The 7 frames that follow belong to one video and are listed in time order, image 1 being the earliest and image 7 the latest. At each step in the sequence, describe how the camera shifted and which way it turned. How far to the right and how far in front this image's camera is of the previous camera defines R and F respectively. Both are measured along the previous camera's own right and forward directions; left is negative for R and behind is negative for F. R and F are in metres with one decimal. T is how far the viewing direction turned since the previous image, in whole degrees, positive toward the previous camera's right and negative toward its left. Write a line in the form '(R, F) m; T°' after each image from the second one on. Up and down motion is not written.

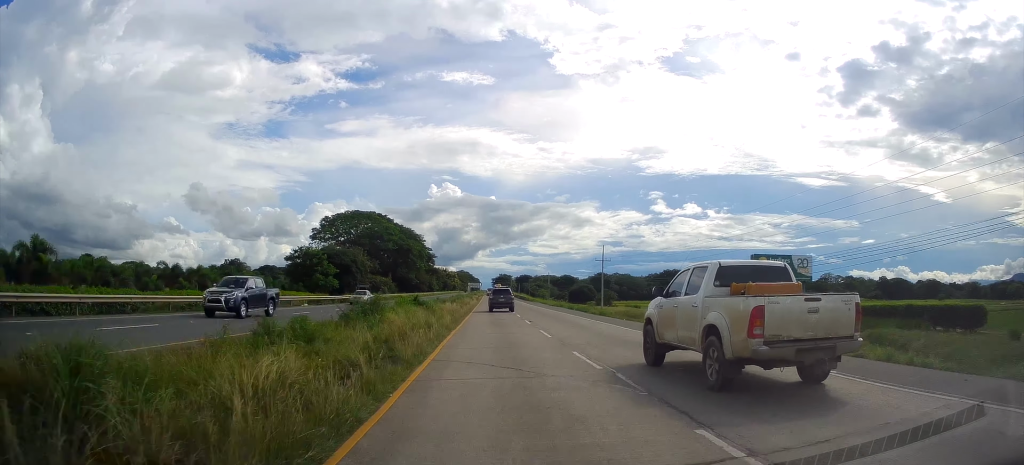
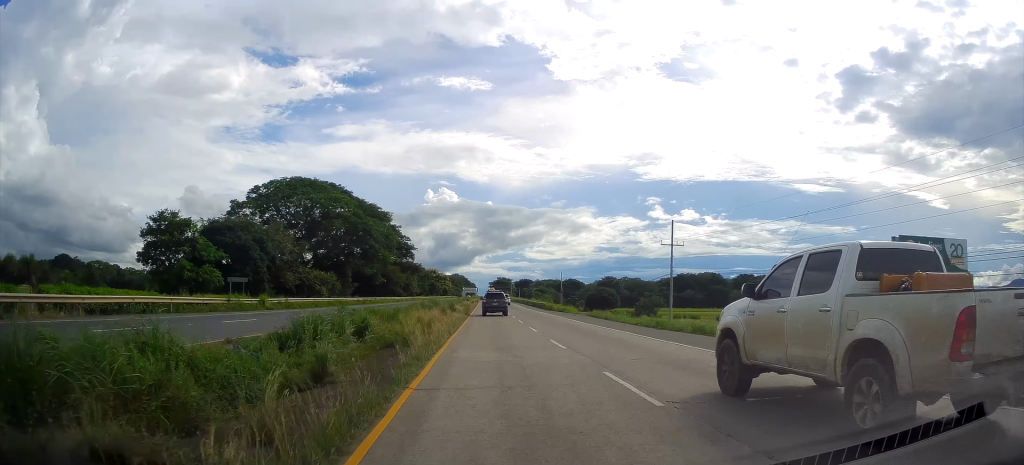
(+0.4, +44.7) m; +1°
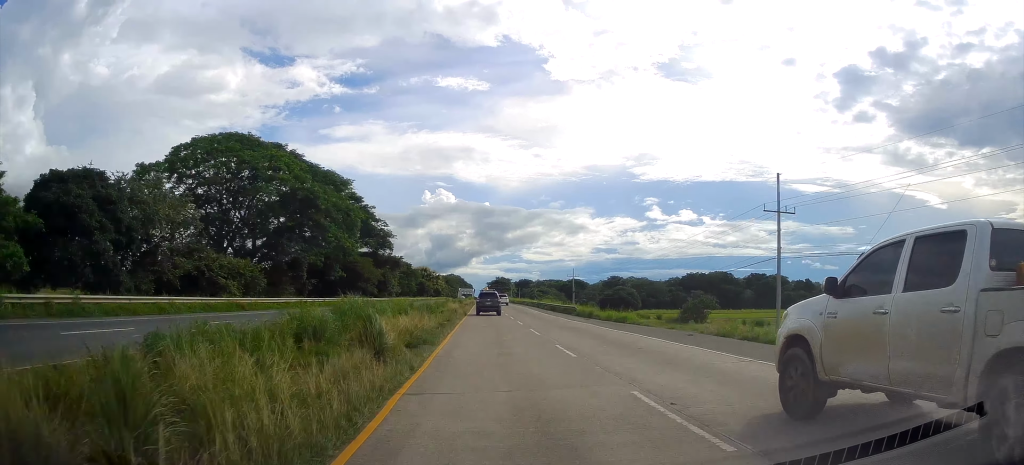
(+0.1, +27.4) m; 0°
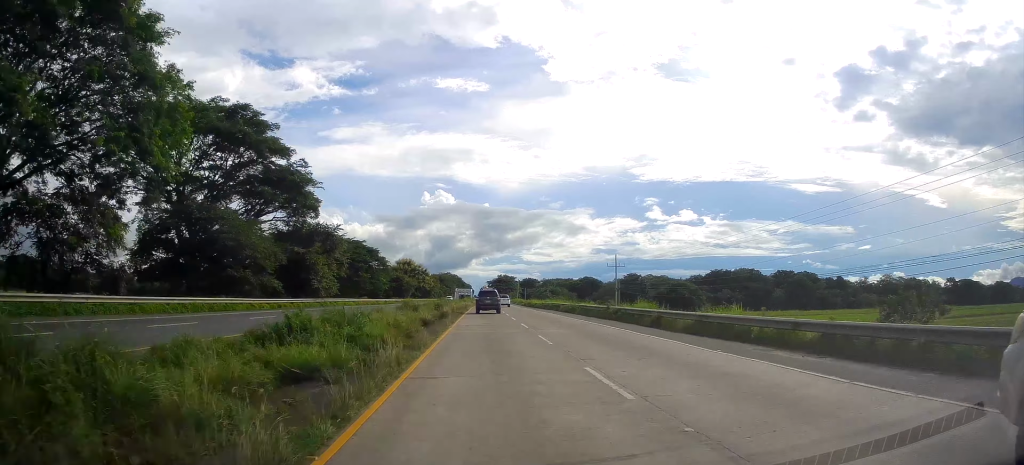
(0.0, +48.0) m; 0°
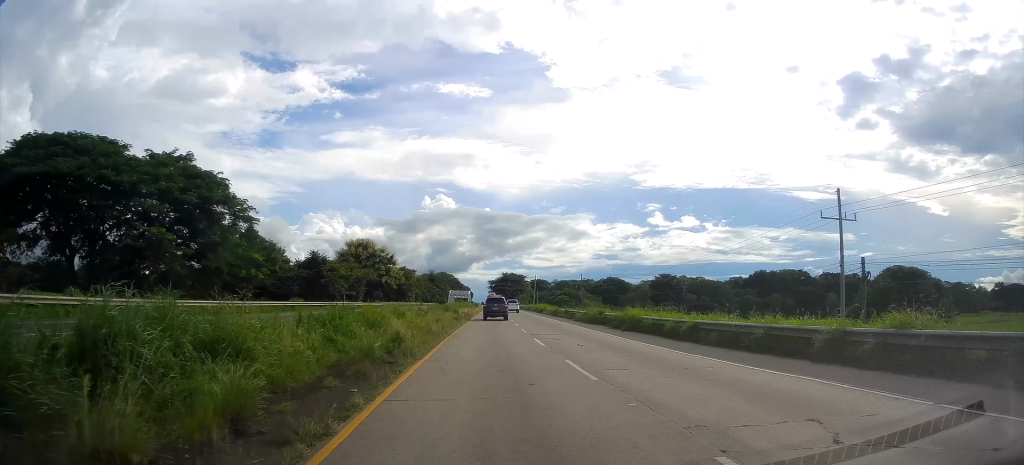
(+0.1, +63.9) m; 0°
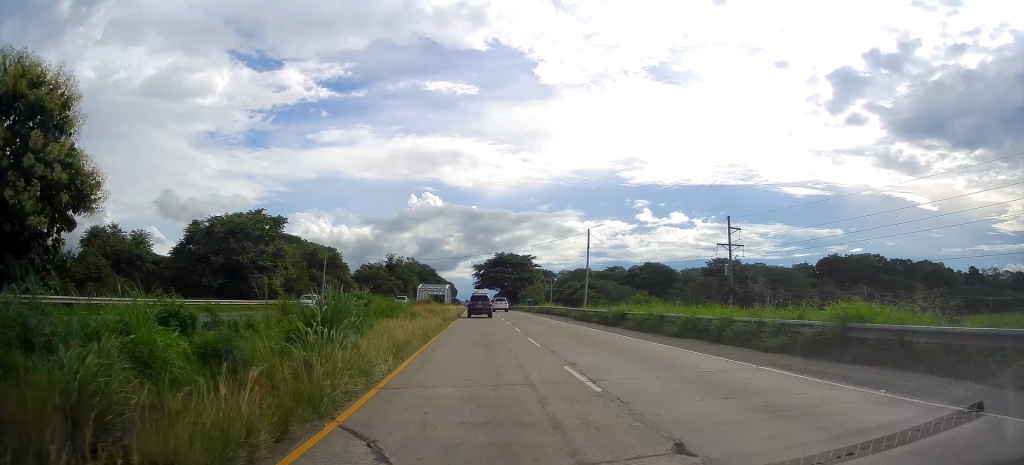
(+0.6, +85.5) m; +1°
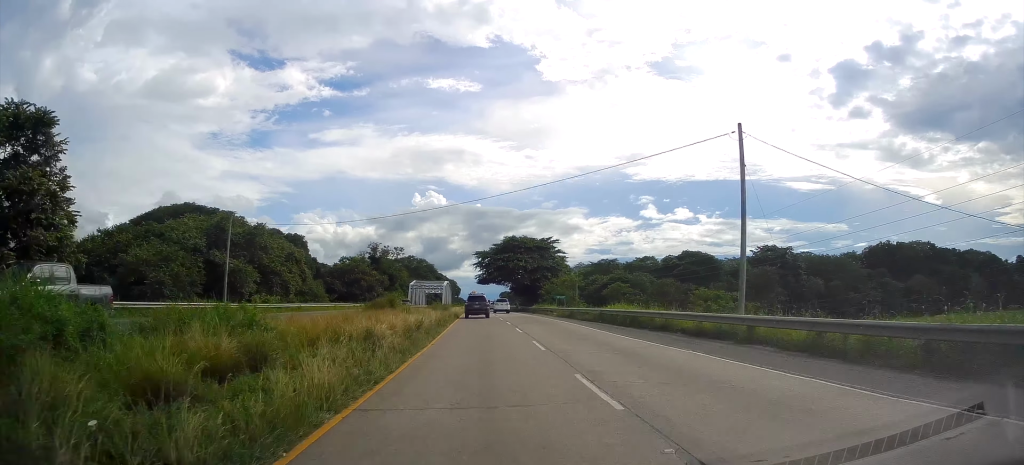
(+0.5, +34.5) m; 0°
